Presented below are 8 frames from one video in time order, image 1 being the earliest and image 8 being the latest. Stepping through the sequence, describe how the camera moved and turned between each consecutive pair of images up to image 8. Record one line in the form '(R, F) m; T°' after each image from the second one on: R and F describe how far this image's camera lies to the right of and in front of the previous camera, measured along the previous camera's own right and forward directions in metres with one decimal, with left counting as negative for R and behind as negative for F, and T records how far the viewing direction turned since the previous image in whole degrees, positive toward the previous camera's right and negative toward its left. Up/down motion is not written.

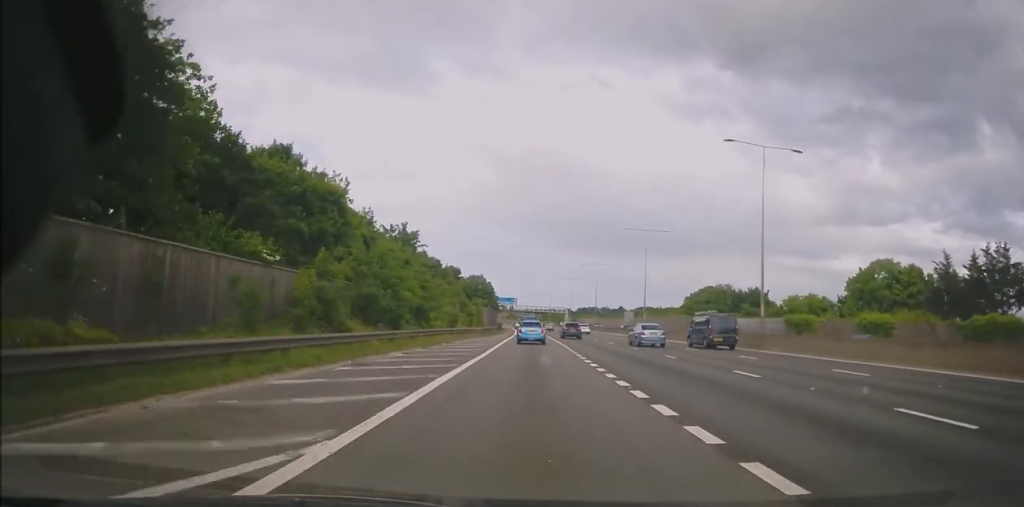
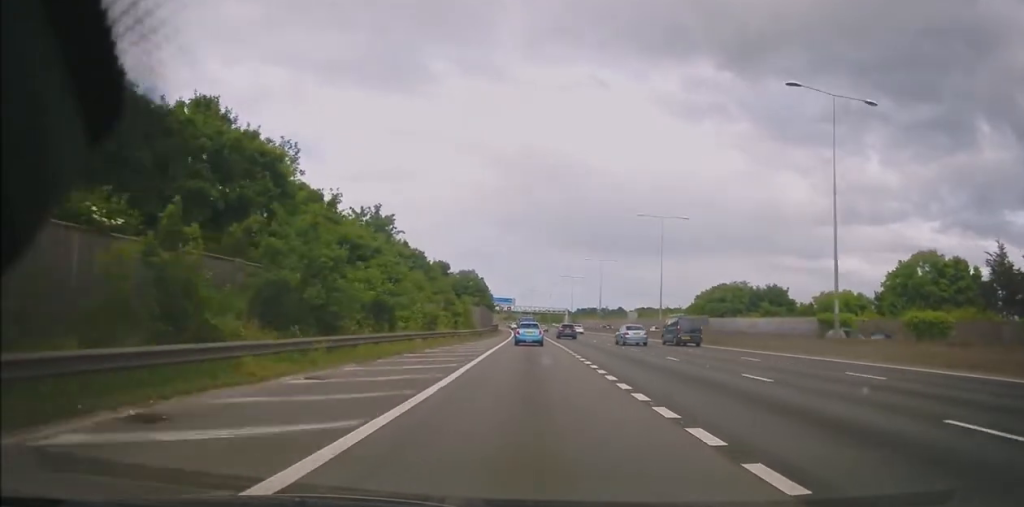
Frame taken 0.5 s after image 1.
(+0.1, +10.2) m; +1°
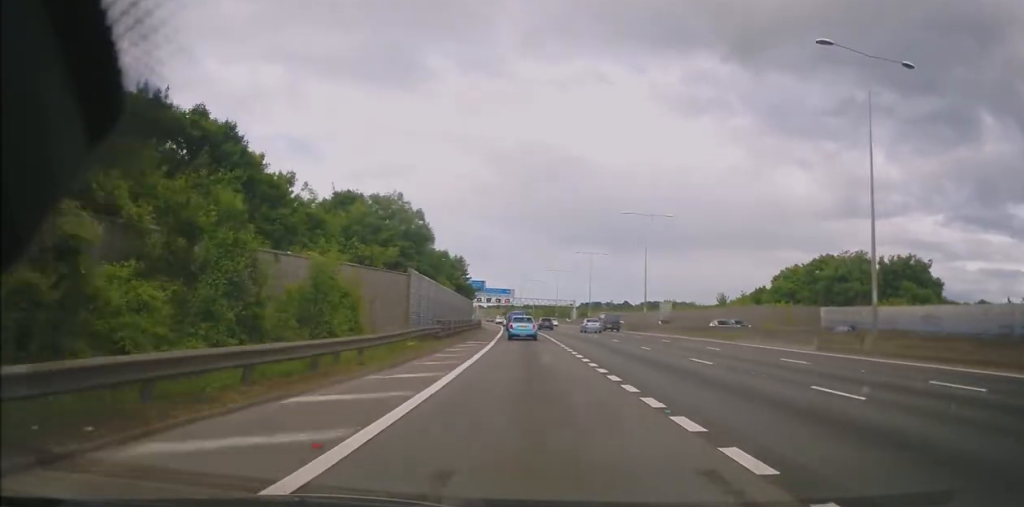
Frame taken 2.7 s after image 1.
(+0.7, +41.8) m; 0°
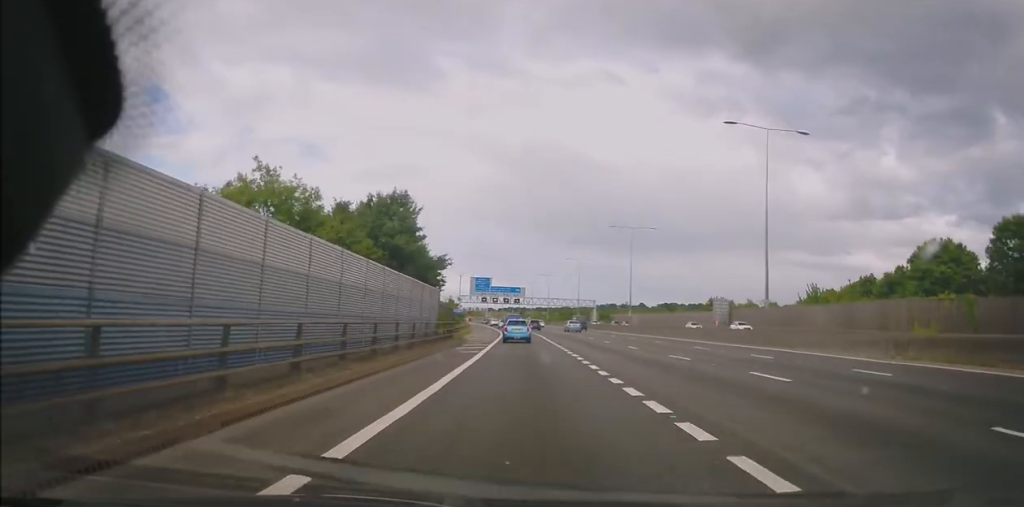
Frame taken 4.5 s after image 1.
(-0.3, +32.5) m; 0°
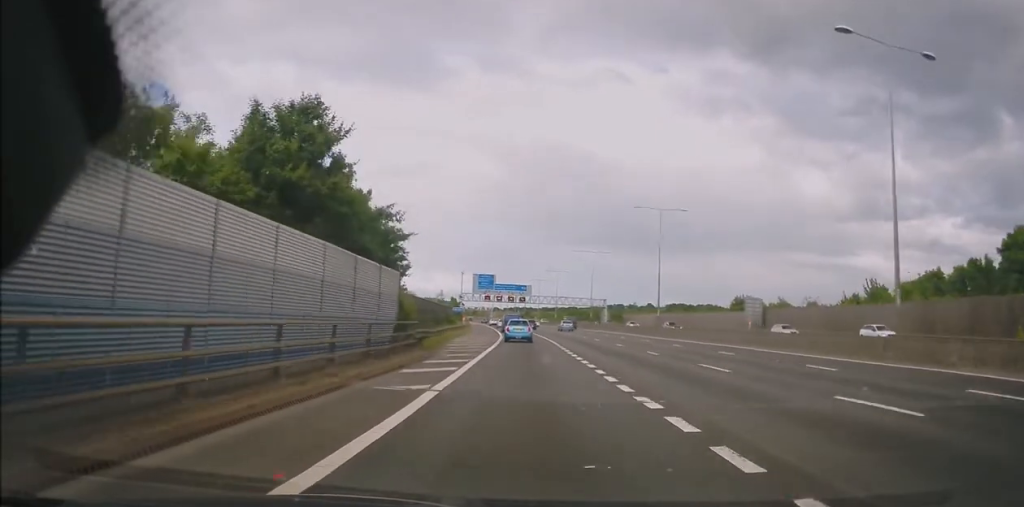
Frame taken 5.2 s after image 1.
(+0.2, +13.1) m; -1°
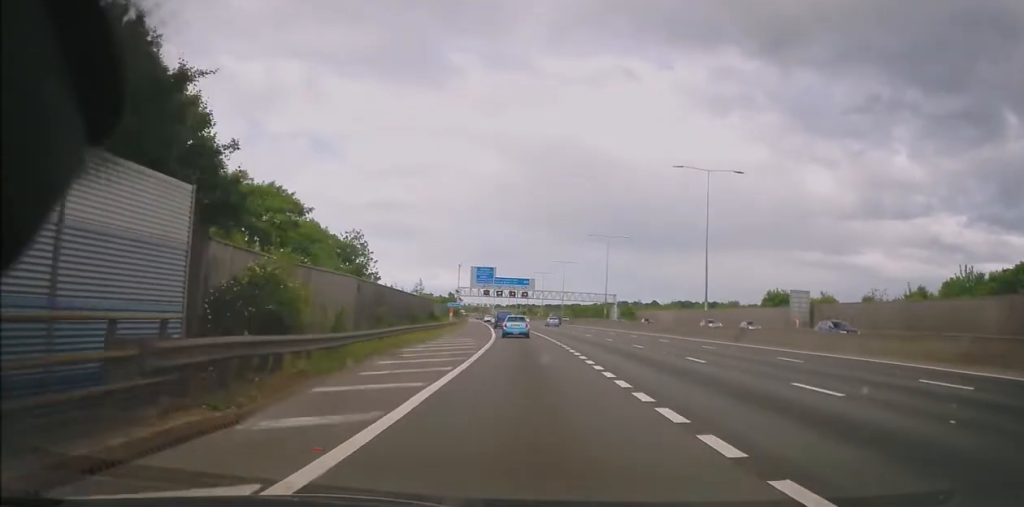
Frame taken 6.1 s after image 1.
(-0.5, +15.7) m; -1°
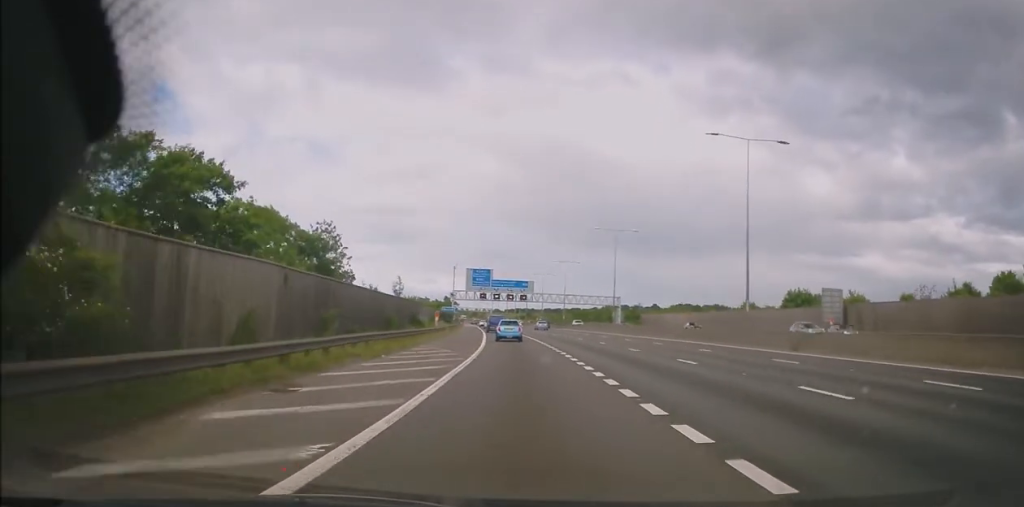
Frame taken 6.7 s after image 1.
(+0.1, +9.2) m; 0°
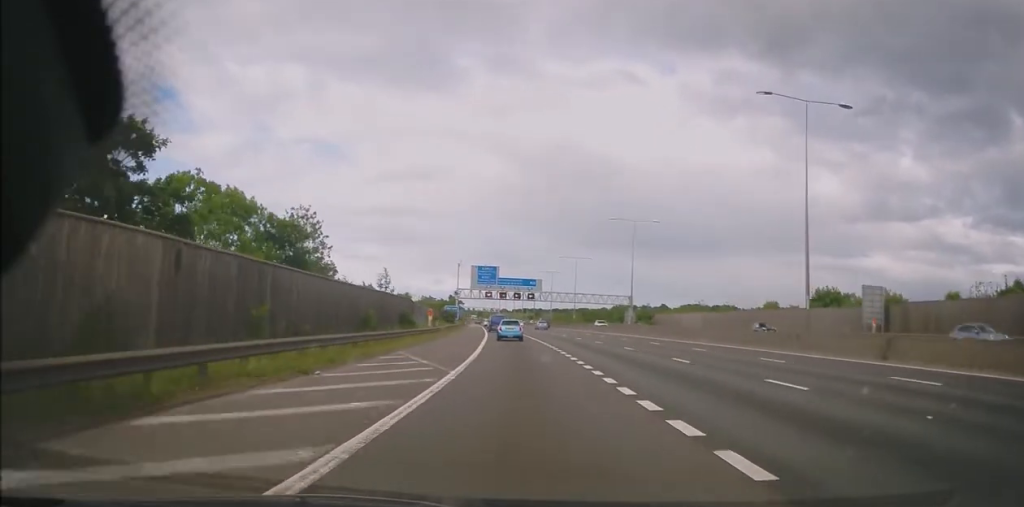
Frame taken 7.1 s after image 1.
(+0.1, +7.5) m; 0°
